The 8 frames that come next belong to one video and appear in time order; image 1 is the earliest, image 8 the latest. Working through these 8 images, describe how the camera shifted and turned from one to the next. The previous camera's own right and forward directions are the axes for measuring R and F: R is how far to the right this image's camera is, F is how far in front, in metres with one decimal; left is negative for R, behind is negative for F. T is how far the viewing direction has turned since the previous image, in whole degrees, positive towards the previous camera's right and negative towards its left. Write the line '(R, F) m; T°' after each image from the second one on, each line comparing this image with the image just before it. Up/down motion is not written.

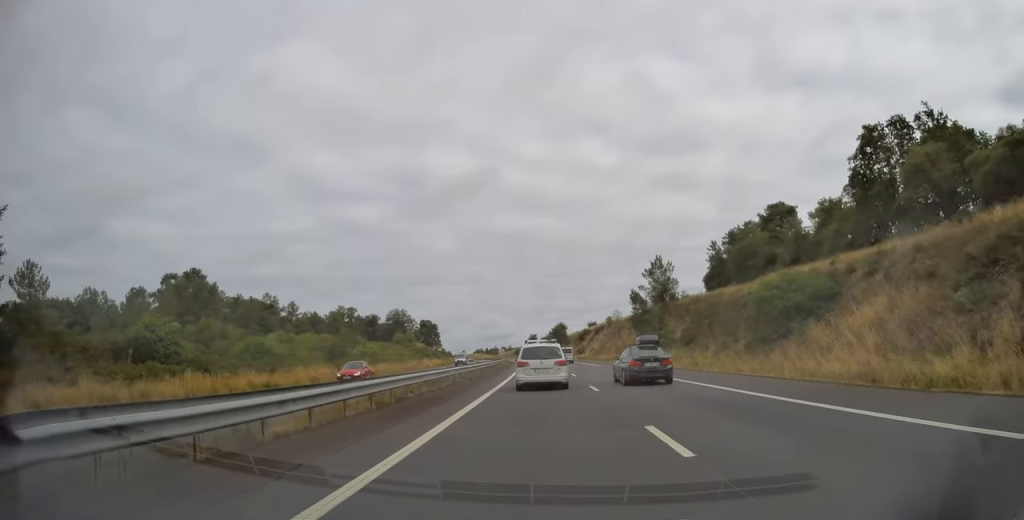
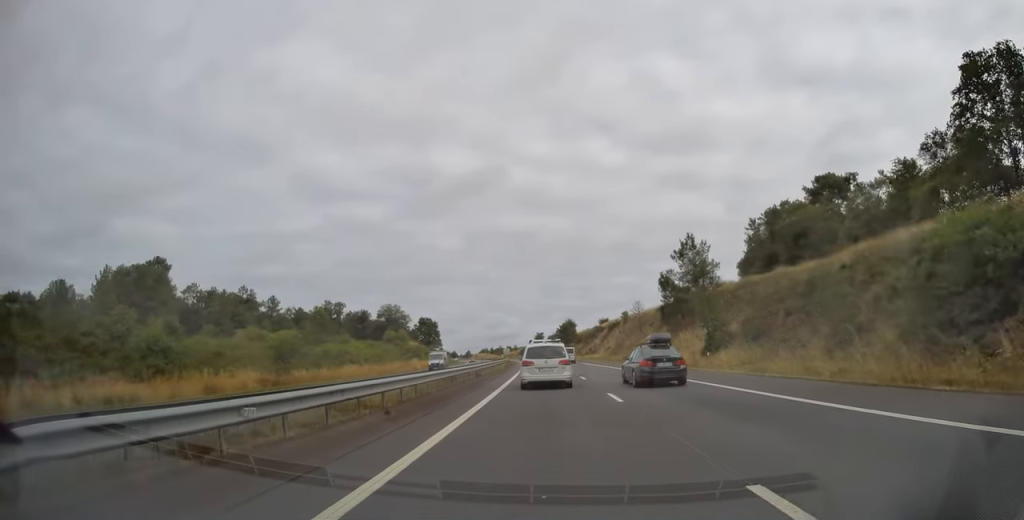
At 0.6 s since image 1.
(0.0, +17.6) m; -1°
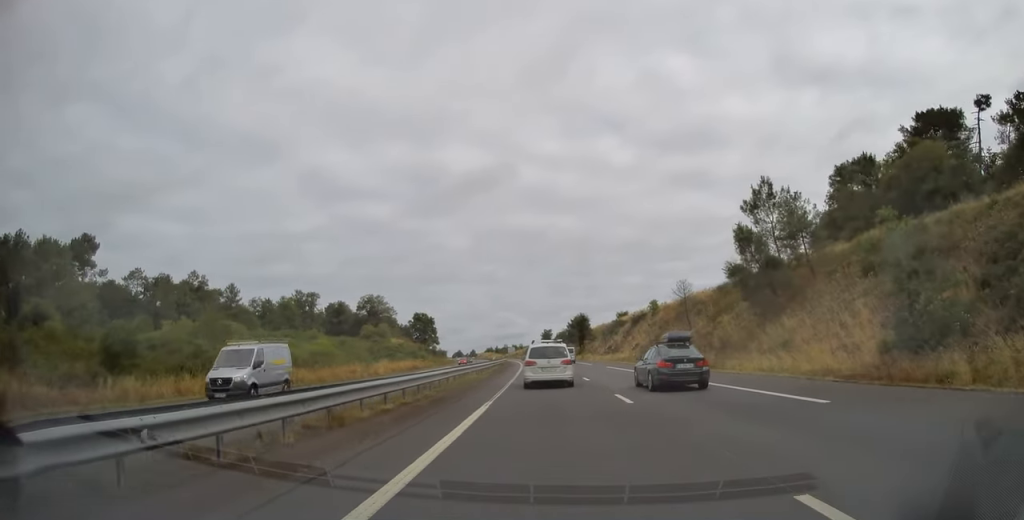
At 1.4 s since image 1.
(-0.3, +26.4) m; -1°
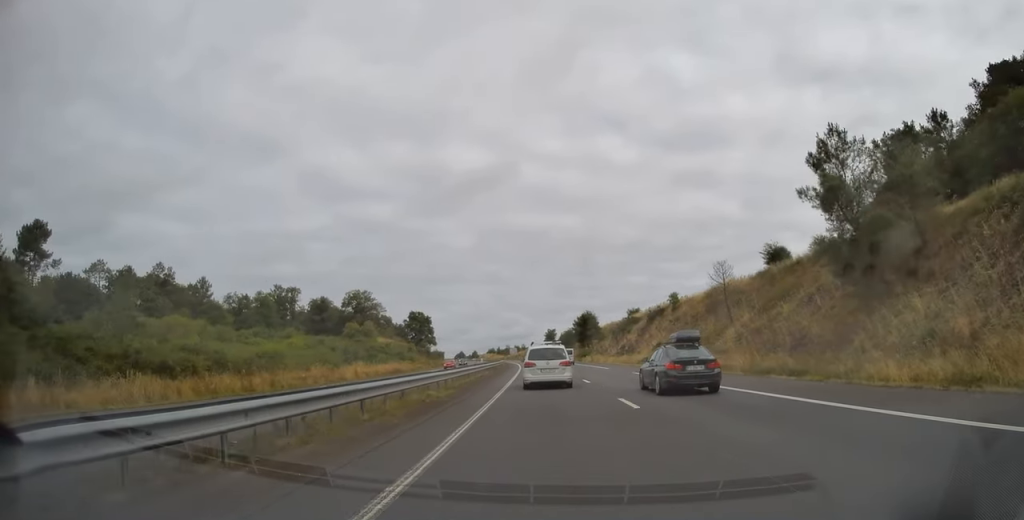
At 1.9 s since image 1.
(-0.1, +14.0) m; 0°
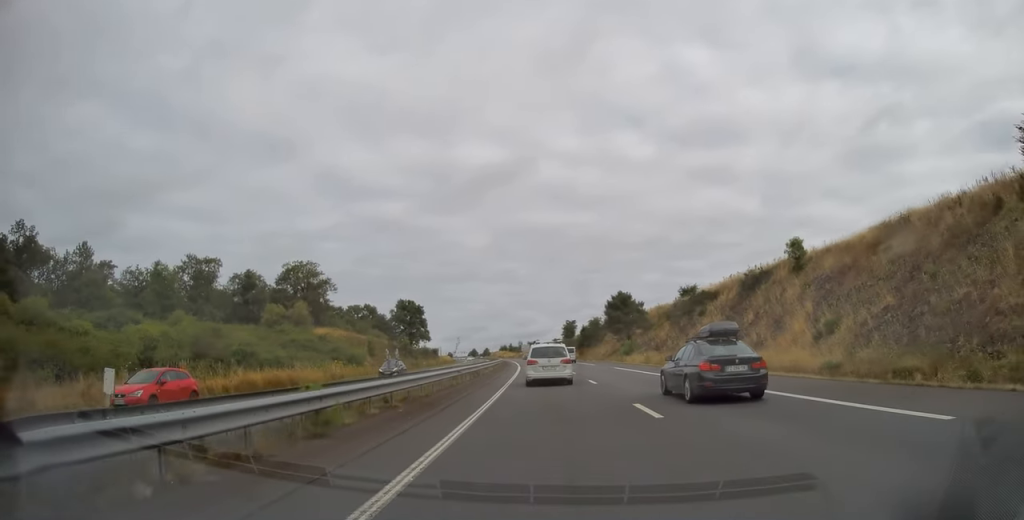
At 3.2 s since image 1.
(-0.4, +41.5) m; -1°
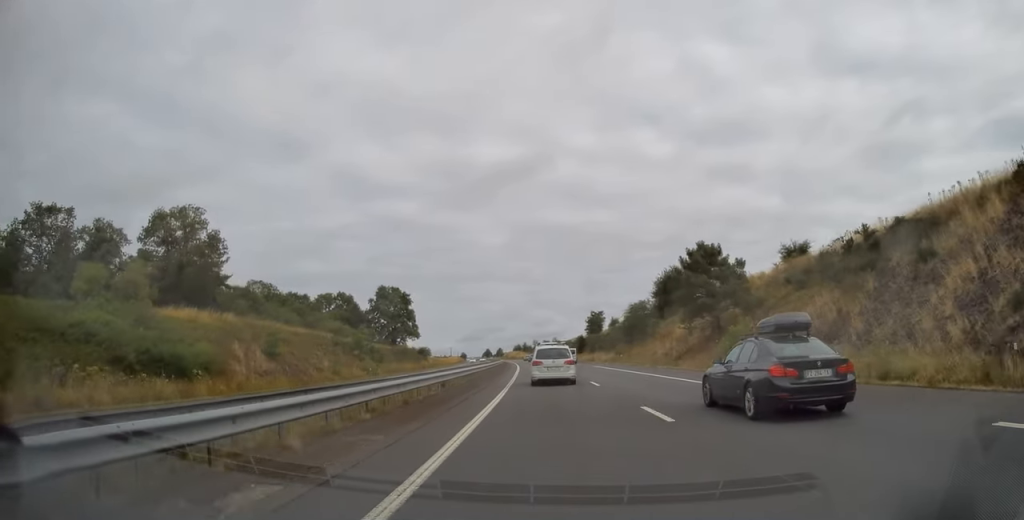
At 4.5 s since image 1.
(-0.4, +39.4) m; -1°
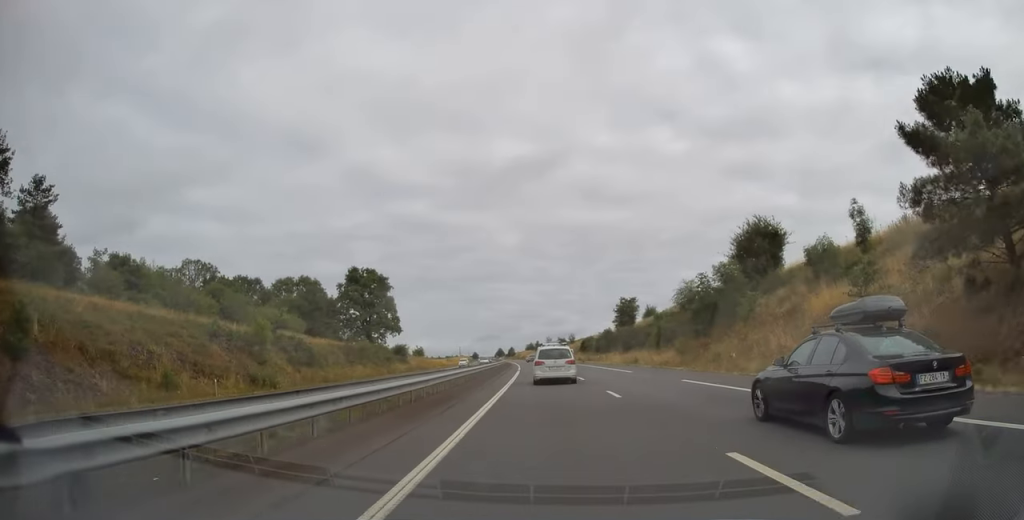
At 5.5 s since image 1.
(-0.4, +32.7) m; -1°
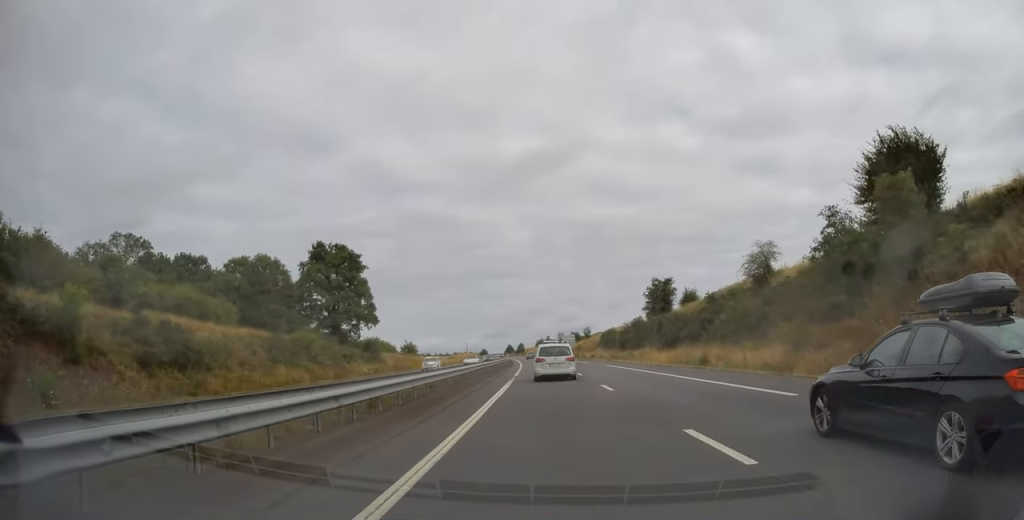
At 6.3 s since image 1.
(-0.3, +23.8) m; -1°
